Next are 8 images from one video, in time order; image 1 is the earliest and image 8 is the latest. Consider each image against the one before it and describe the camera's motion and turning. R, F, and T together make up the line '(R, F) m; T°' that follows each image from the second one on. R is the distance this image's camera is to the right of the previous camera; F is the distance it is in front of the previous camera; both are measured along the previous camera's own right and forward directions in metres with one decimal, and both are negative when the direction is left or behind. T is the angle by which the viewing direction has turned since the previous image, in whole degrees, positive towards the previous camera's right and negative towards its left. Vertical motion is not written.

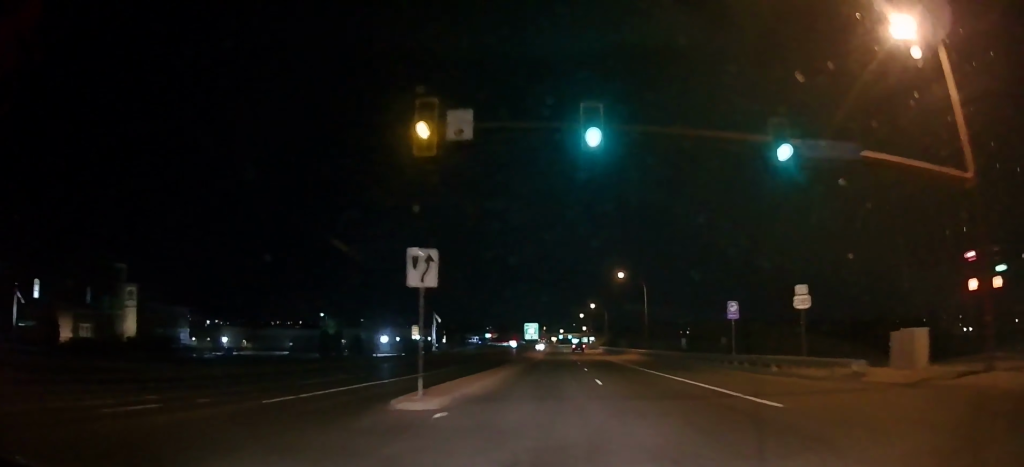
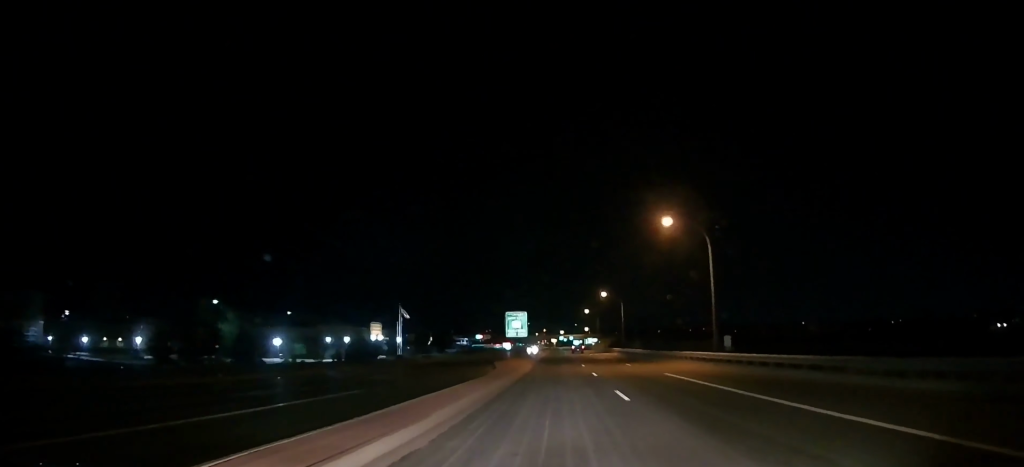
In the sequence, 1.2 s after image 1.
(0.0, +30.1) m; 0°
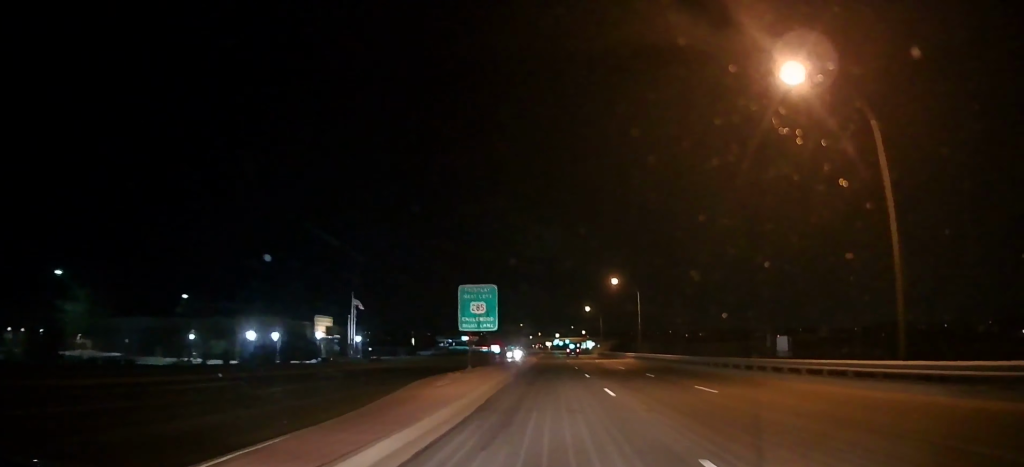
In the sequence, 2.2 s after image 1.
(0.0, +23.5) m; 0°
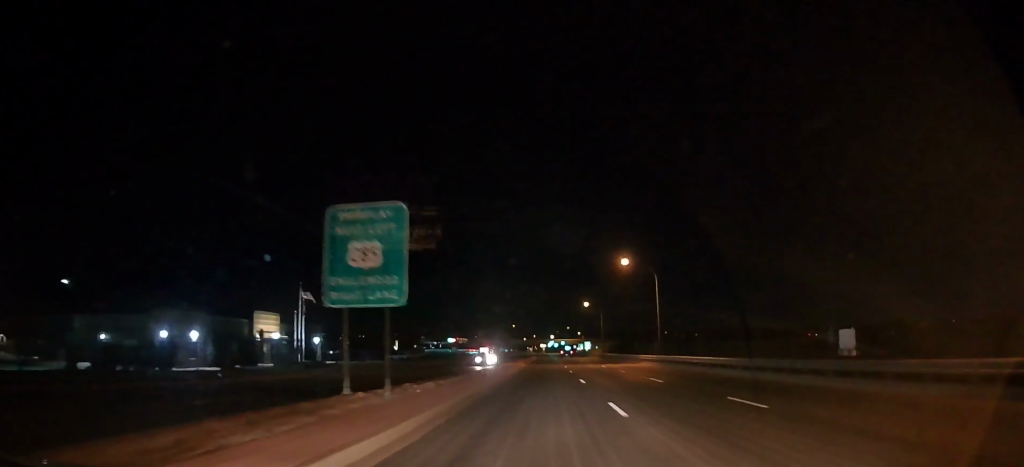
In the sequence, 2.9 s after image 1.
(0.0, +16.6) m; 0°
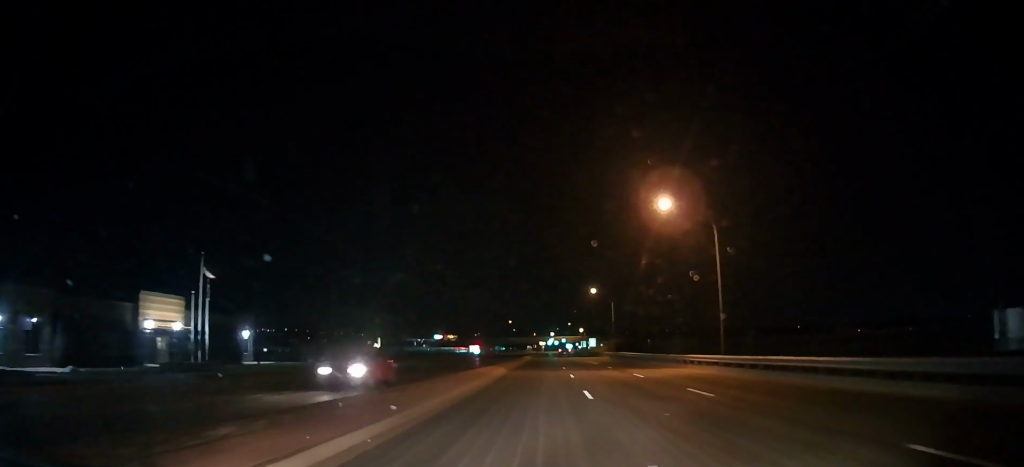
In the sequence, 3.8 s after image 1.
(-0.3, +21.5) m; -1°
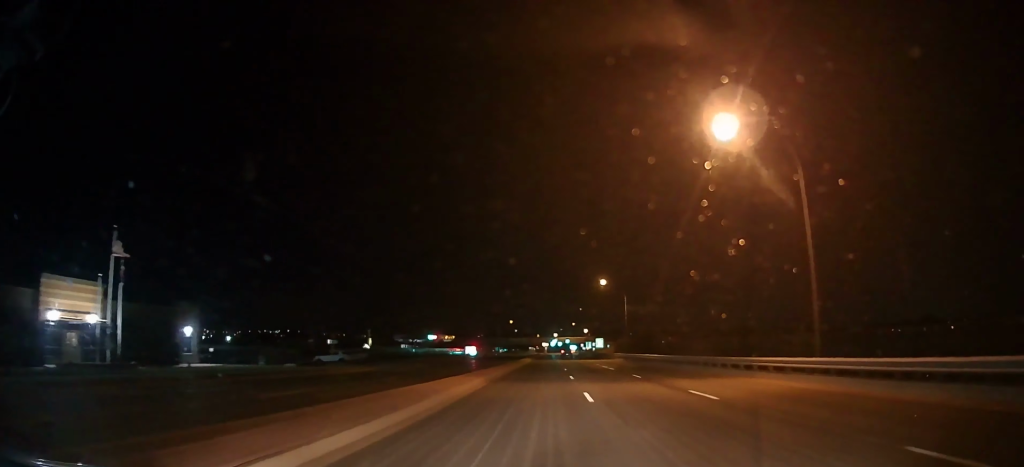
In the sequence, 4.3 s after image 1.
(0.0, +12.5) m; +1°
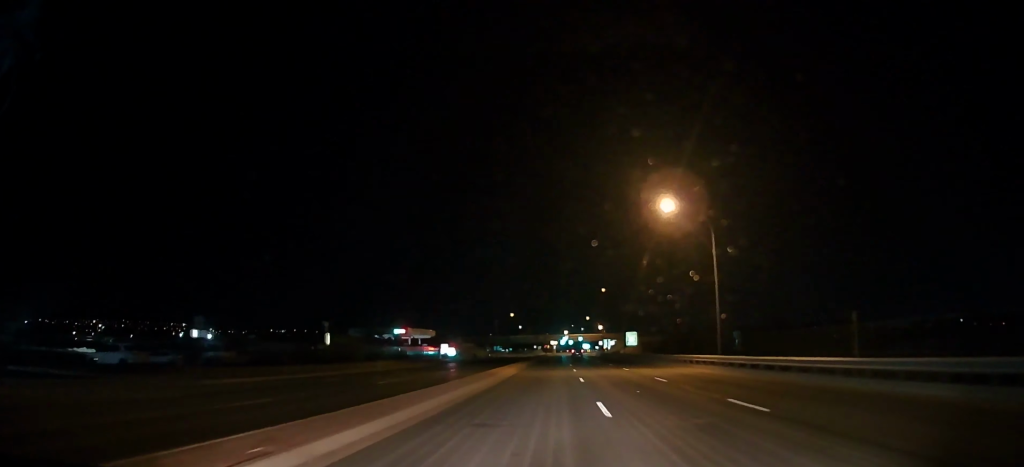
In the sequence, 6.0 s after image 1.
(+1.3, +40.3) m; +2°
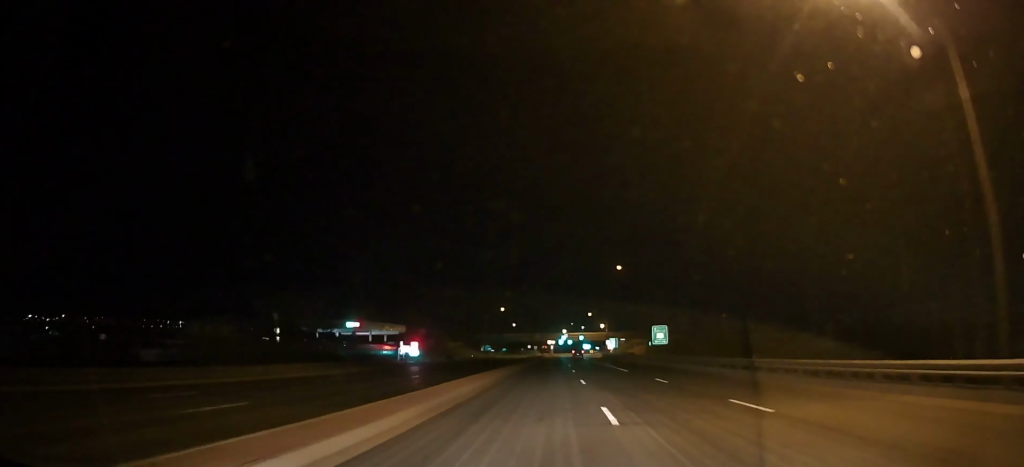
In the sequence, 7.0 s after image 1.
(-0.8, +25.9) m; -2°
